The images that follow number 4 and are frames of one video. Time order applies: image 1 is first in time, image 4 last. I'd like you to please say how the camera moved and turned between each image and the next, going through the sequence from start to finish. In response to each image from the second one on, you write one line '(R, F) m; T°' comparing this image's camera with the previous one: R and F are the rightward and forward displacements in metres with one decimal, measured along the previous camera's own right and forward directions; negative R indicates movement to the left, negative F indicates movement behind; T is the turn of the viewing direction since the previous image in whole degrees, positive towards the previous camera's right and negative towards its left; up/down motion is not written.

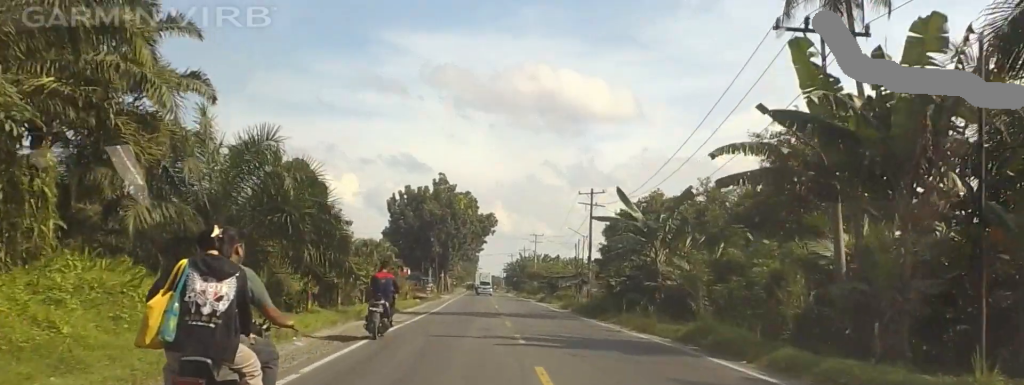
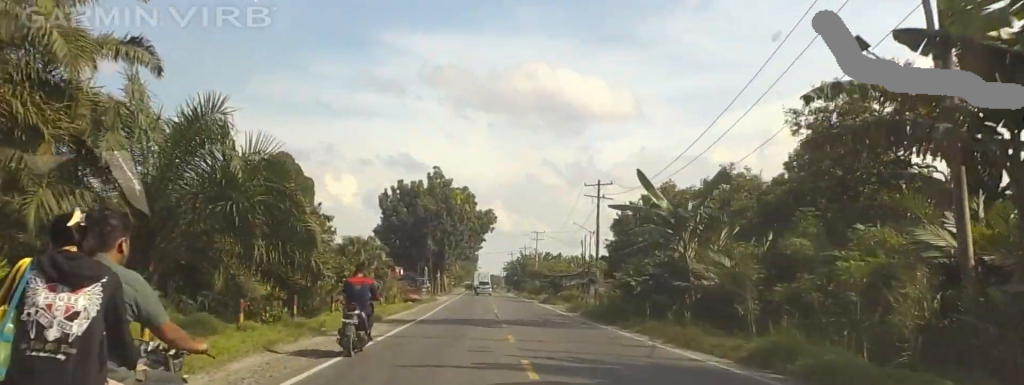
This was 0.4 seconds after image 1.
(+0.7, +6.1) m; -2°
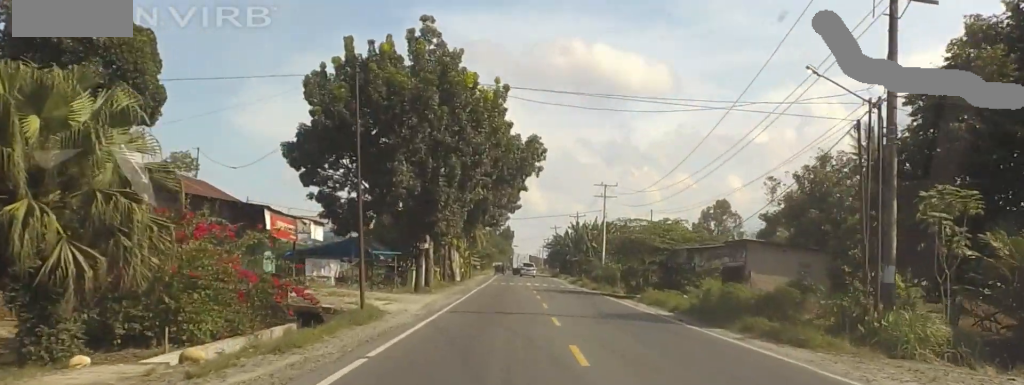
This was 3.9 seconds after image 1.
(-1.1, +48.5) m; -1°
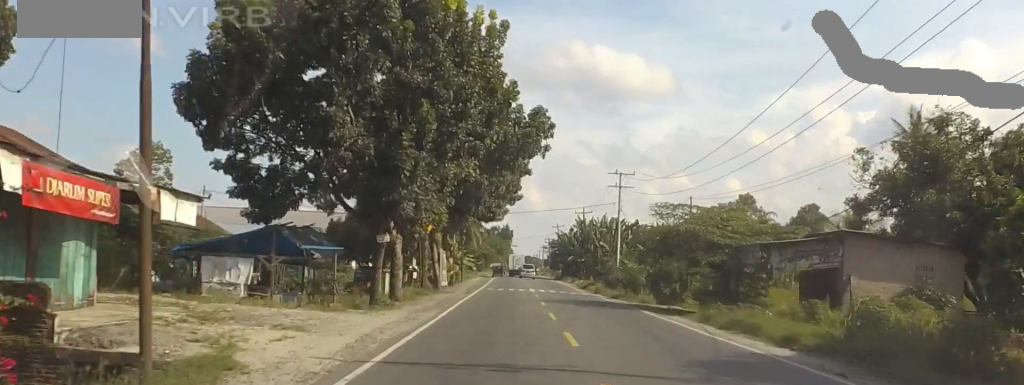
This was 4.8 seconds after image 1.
(-1.1, +12.6) m; +1°
